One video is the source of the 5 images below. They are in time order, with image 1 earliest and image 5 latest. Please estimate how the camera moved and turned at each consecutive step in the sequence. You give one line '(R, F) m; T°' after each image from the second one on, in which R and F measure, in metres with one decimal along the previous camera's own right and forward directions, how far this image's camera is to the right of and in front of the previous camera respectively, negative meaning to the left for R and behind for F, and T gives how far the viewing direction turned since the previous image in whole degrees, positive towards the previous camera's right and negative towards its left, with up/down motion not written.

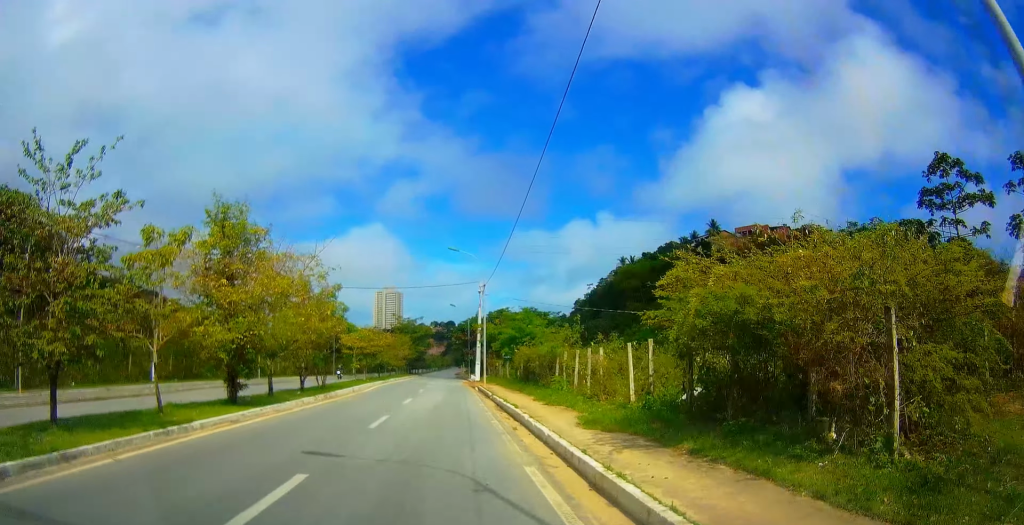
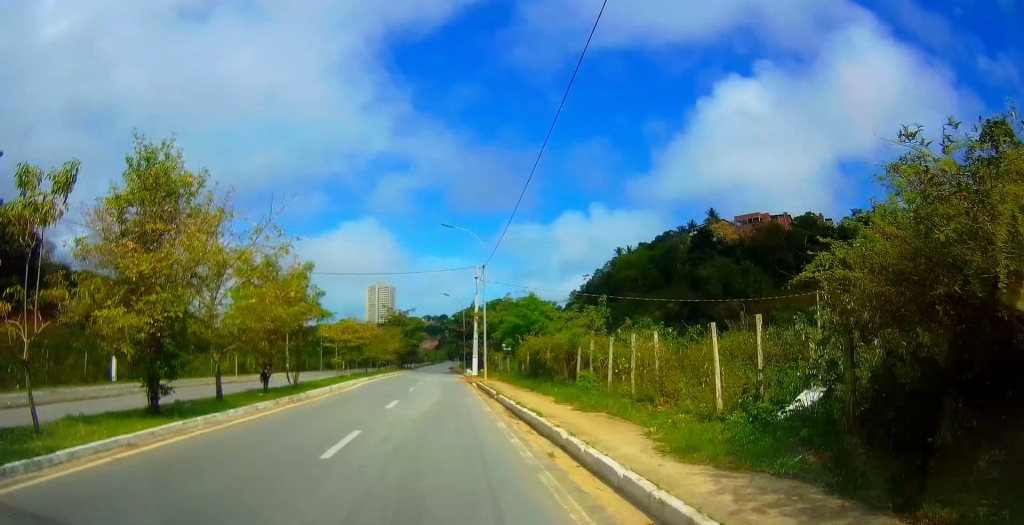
(+0.2, +4.9) m; +4°
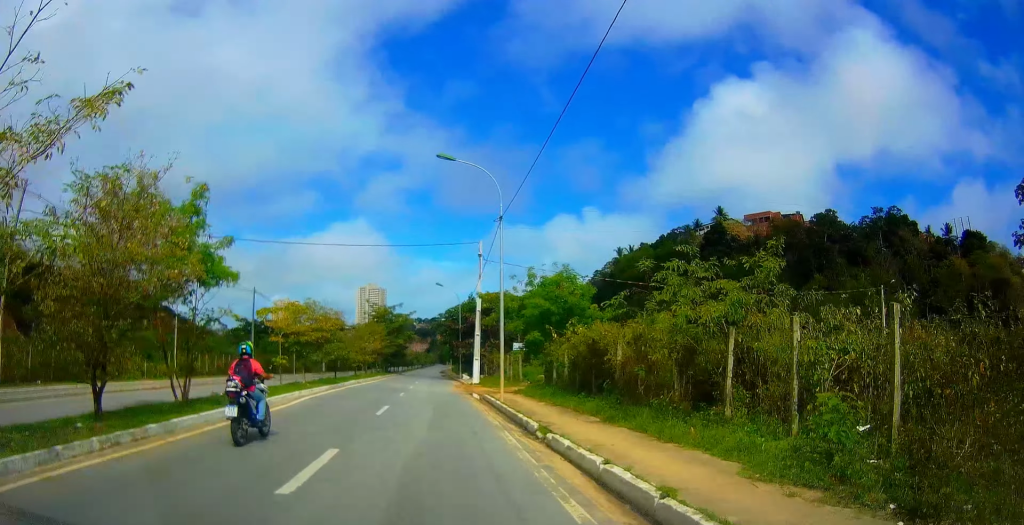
(+0.3, +10.8) m; -2°
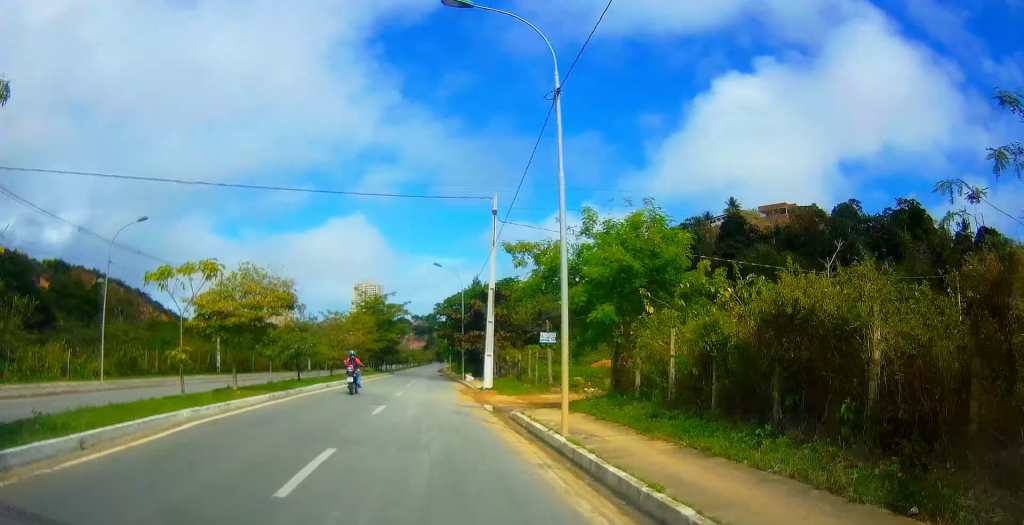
(-0.2, +9.4) m; +2°
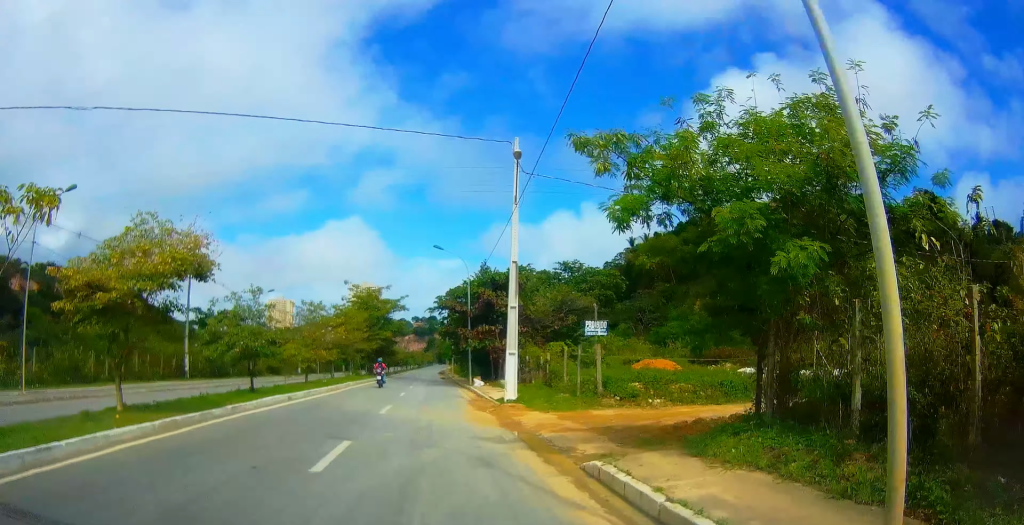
(+0.3, +7.8) m; +1°
